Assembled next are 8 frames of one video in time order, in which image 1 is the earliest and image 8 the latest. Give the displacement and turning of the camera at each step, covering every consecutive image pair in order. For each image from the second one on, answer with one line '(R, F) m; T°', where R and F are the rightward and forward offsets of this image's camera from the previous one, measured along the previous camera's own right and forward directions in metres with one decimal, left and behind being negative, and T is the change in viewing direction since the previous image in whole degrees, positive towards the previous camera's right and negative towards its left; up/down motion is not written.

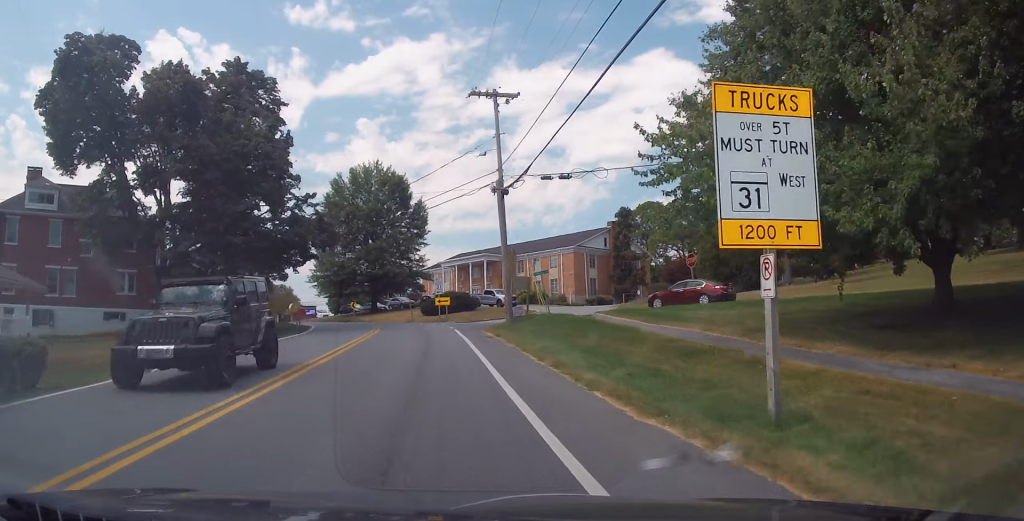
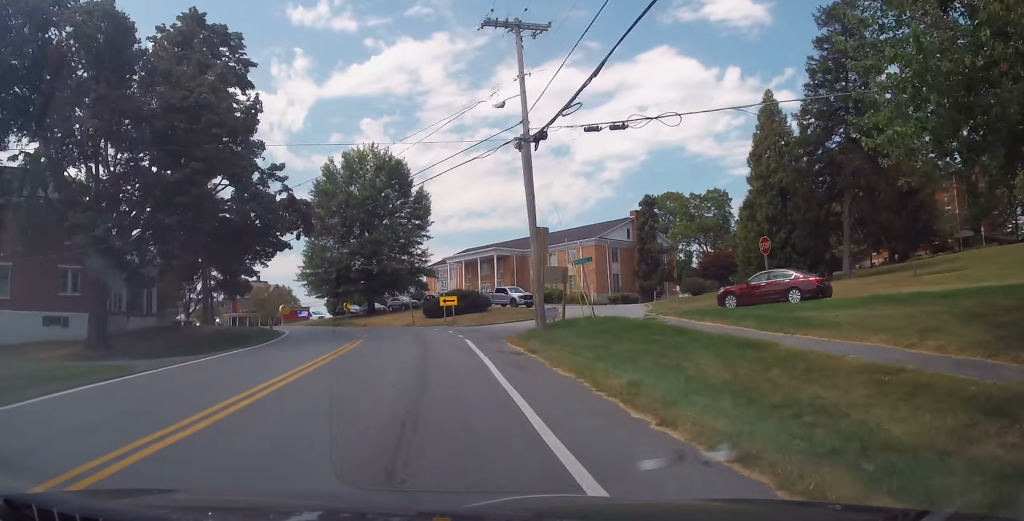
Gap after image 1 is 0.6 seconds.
(0.0, +7.6) m; -1°
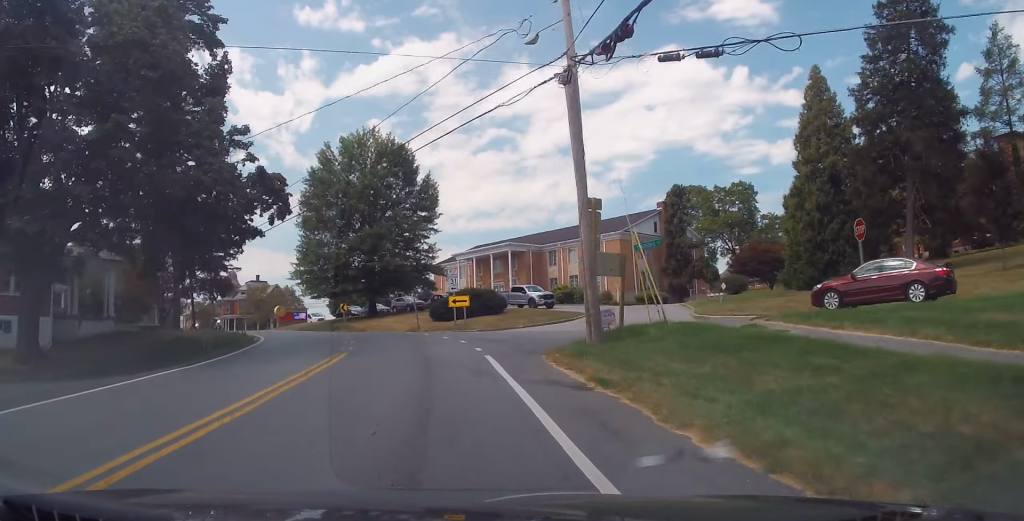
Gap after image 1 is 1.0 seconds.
(+0.1, +6.2) m; -1°
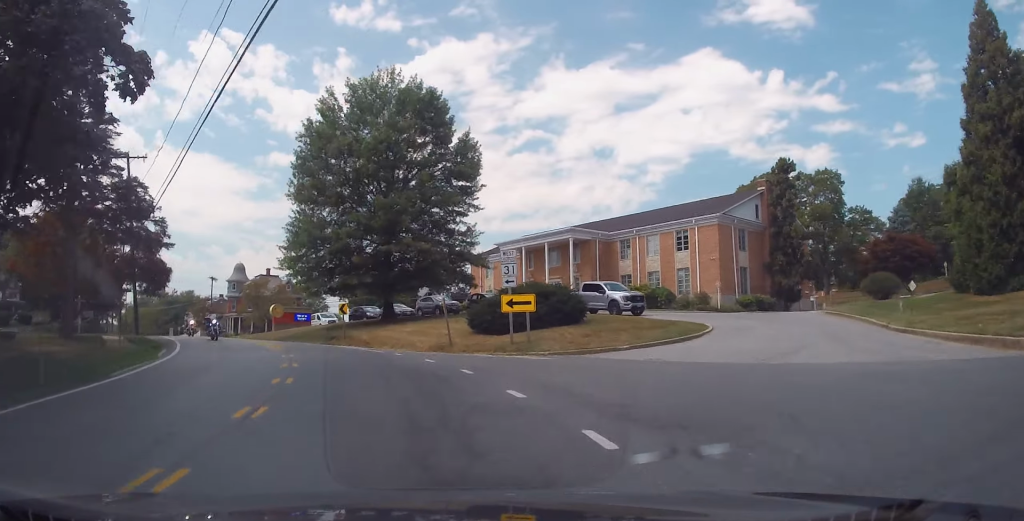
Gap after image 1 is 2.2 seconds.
(-0.8, +14.6) m; -6°
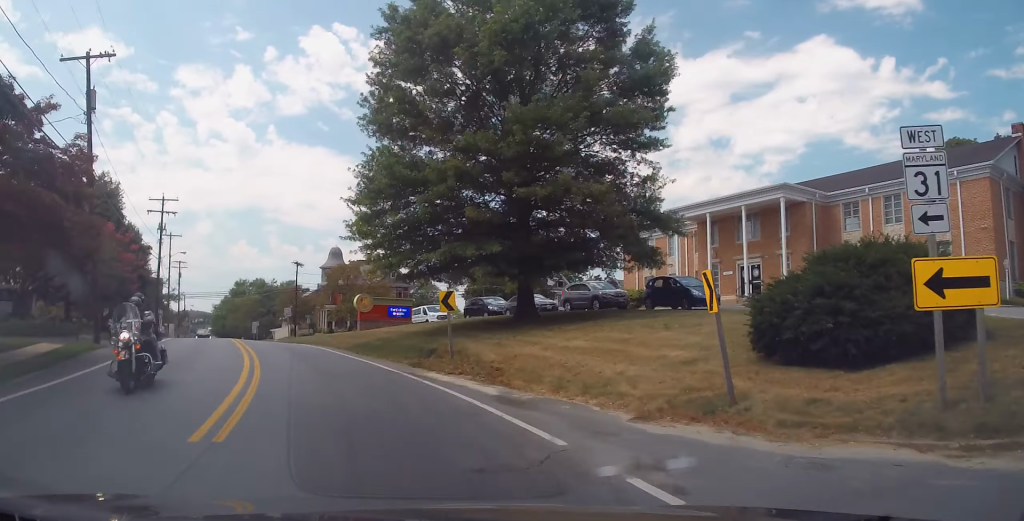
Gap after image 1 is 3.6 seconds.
(-1.6, +15.7) m; -12°
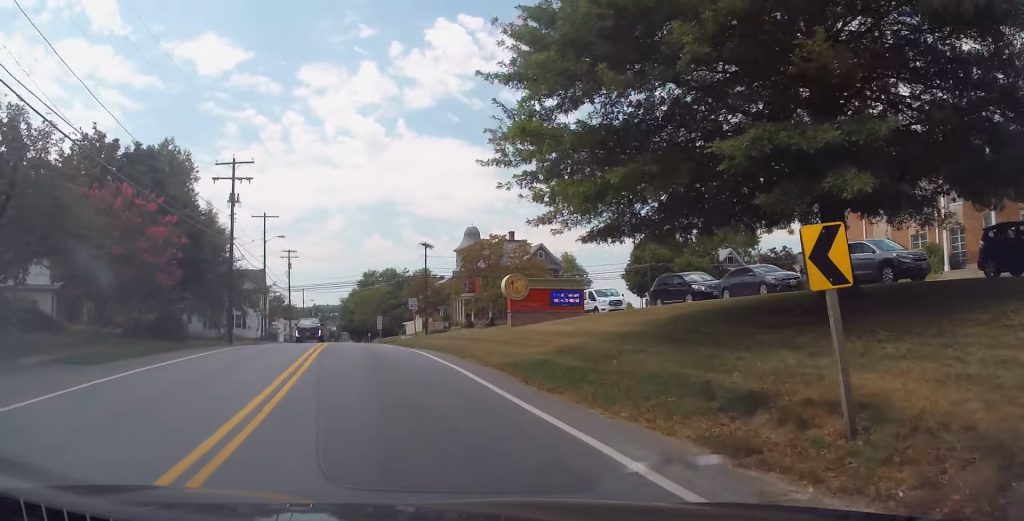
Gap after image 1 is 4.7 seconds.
(-1.1, +12.6) m; -8°
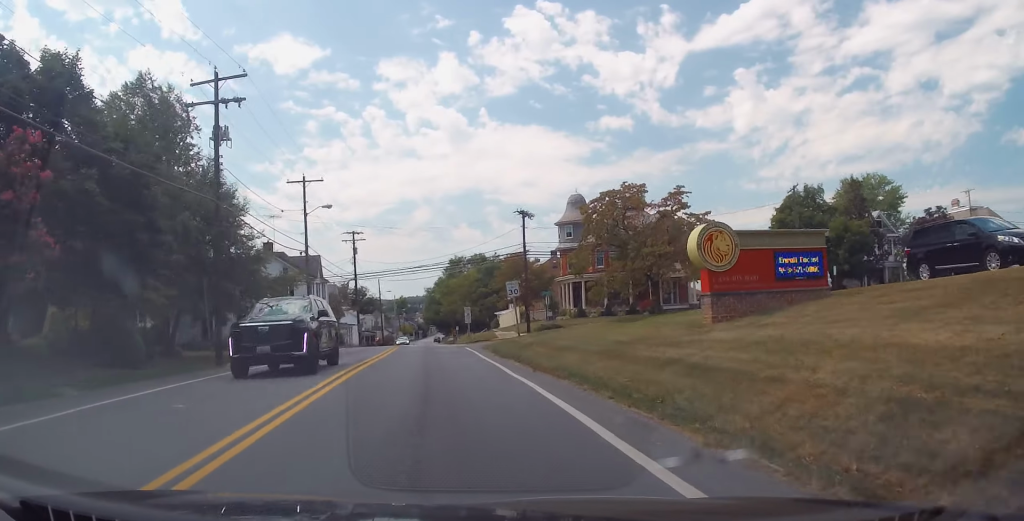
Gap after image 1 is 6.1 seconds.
(-0.7, +14.2) m; -6°
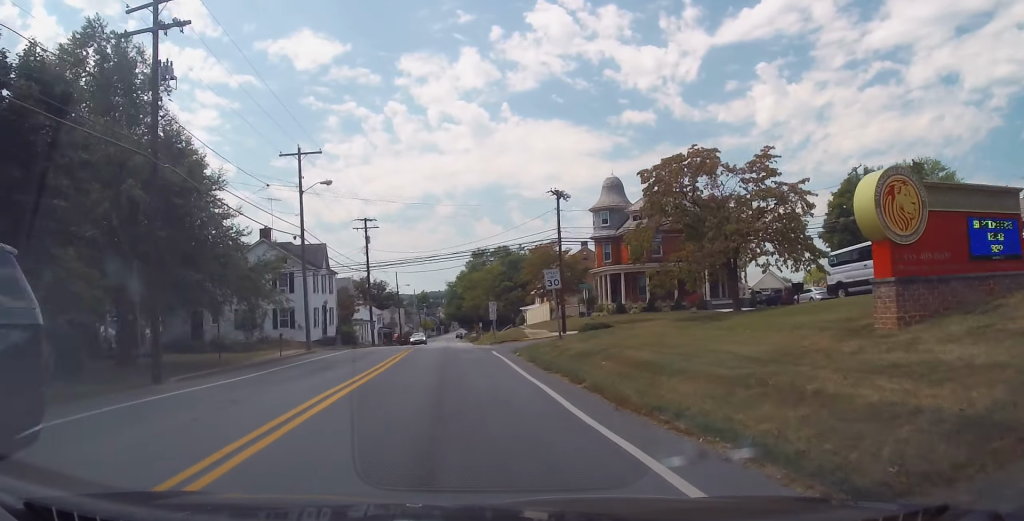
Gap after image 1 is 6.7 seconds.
(-0.3, +6.6) m; -1°
